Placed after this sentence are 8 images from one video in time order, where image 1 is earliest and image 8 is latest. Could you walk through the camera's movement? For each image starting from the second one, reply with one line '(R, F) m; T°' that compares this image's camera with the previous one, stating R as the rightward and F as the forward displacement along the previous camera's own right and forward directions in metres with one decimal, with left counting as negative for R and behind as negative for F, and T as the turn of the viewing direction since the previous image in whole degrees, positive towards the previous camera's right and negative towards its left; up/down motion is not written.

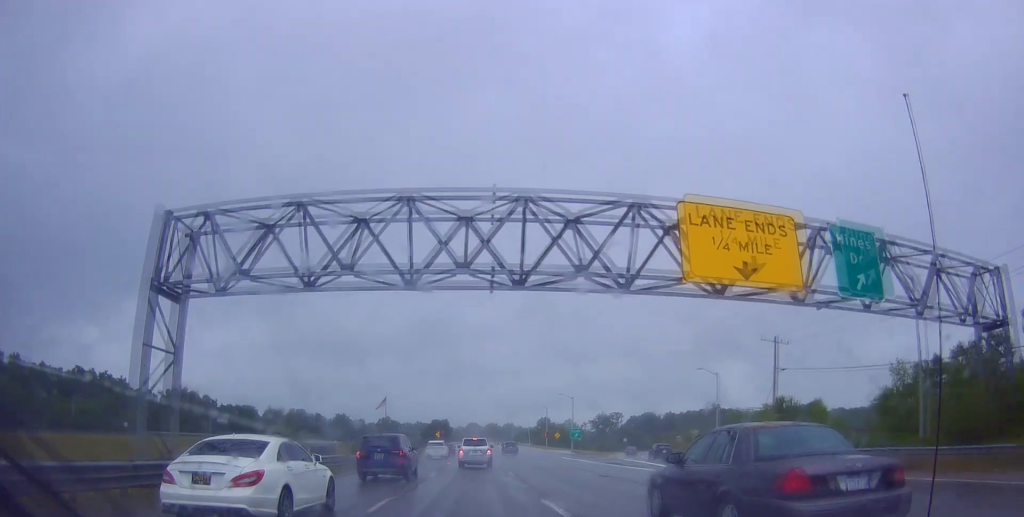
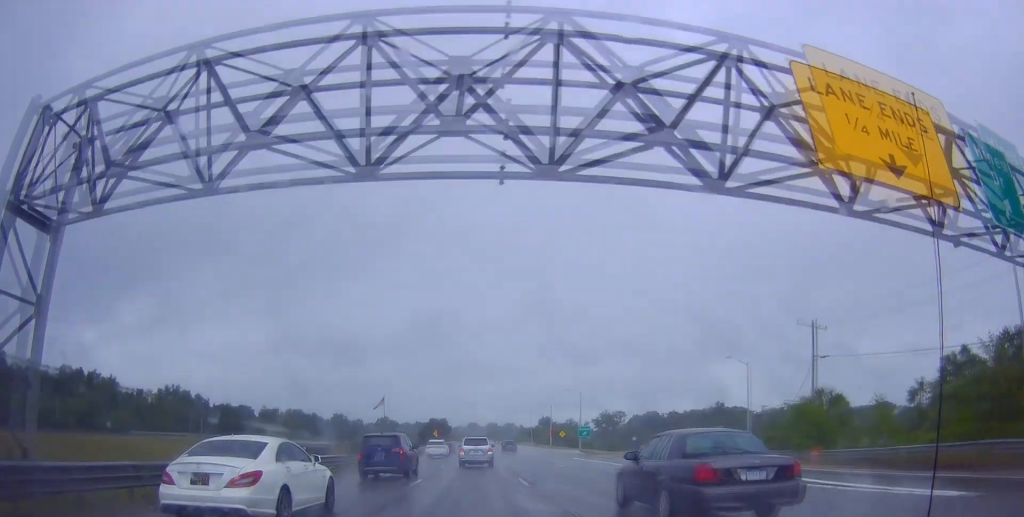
(-0.1, +7.5) m; 0°
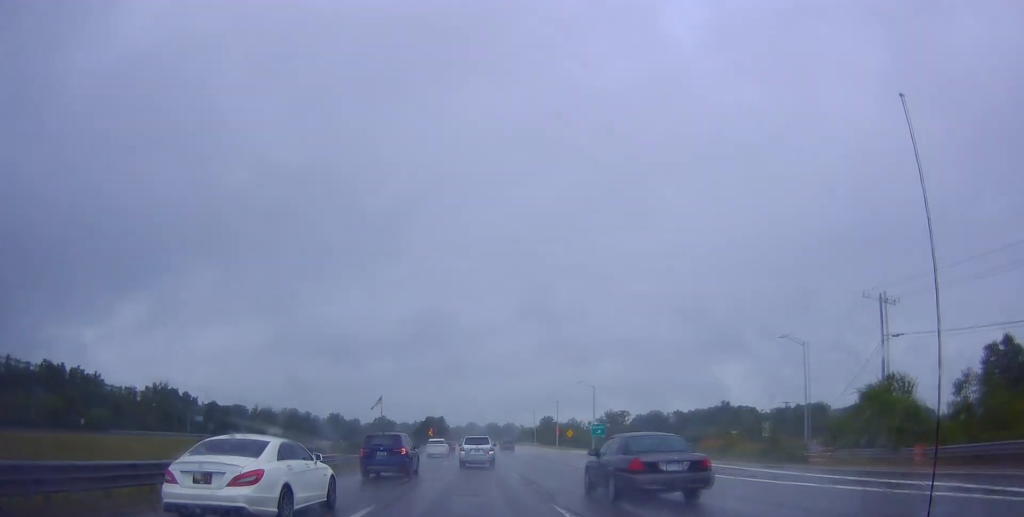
(-0.2, +10.6) m; 0°
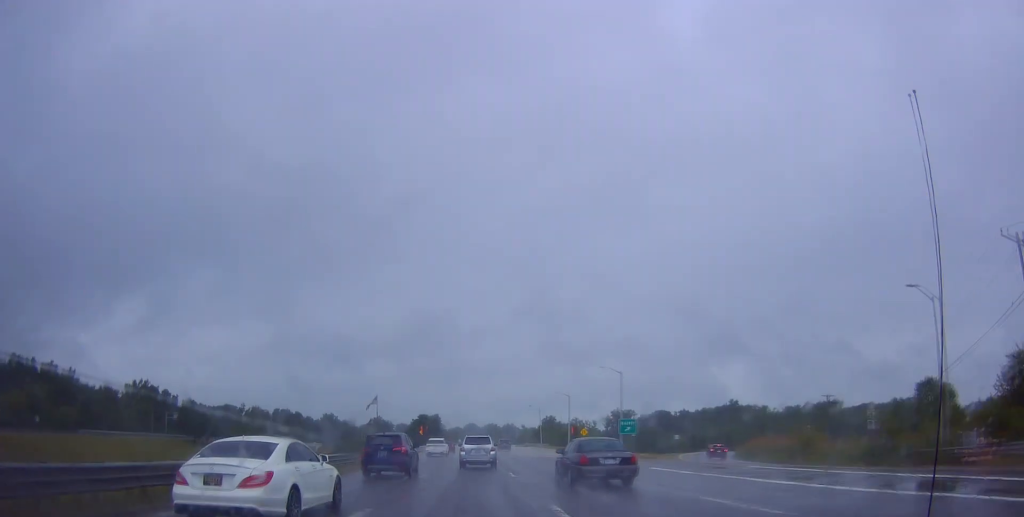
(+0.2, +15.9) m; -1°
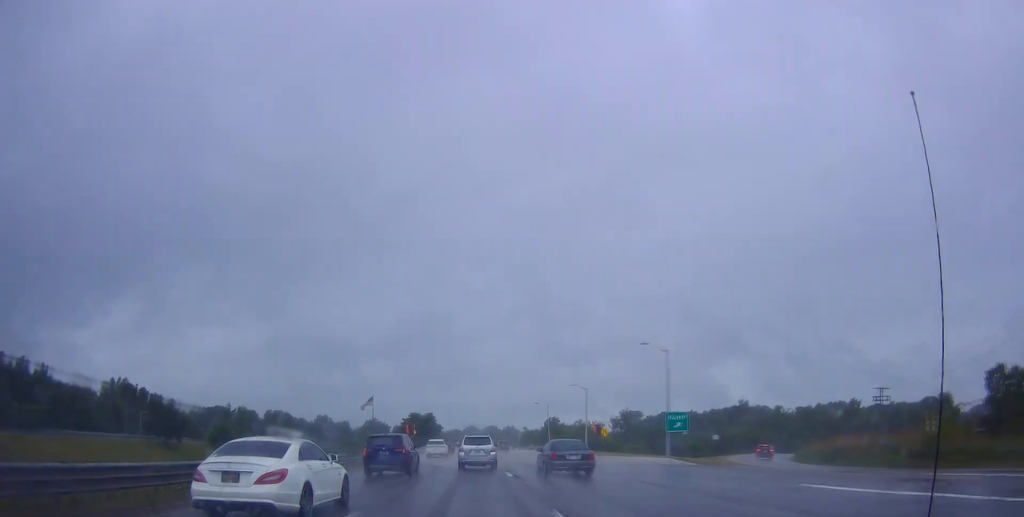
(-0.3, +16.3) m; 0°
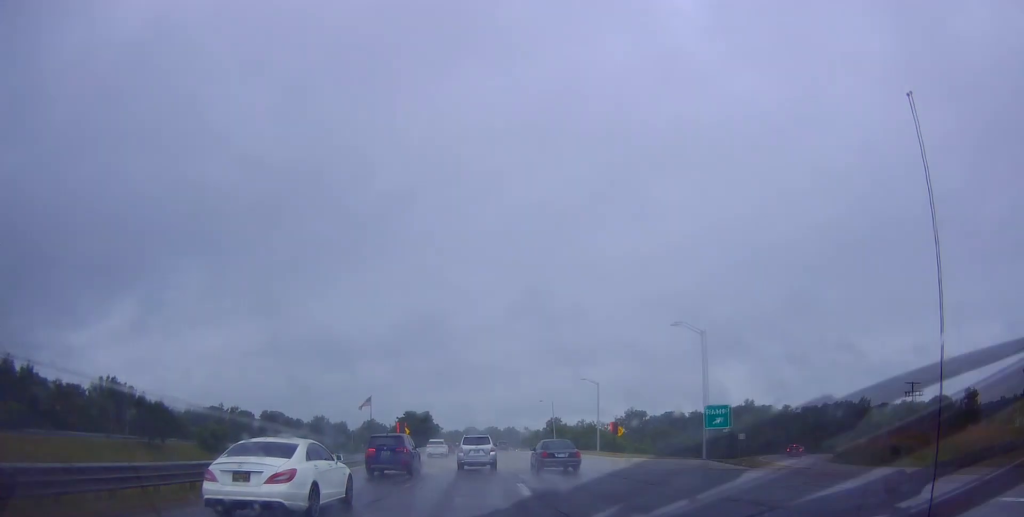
(-0.1, +8.4) m; 0°
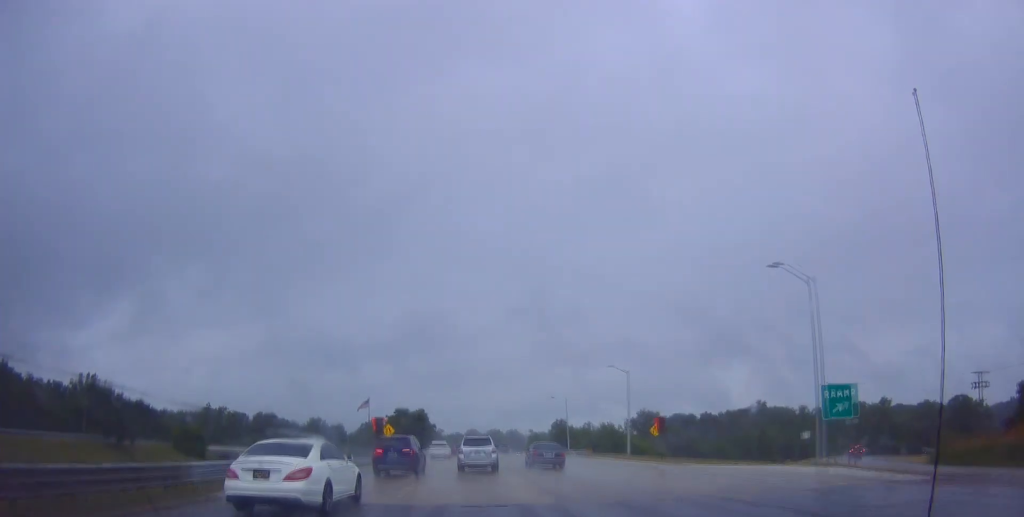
(+0.4, +14.9) m; +1°
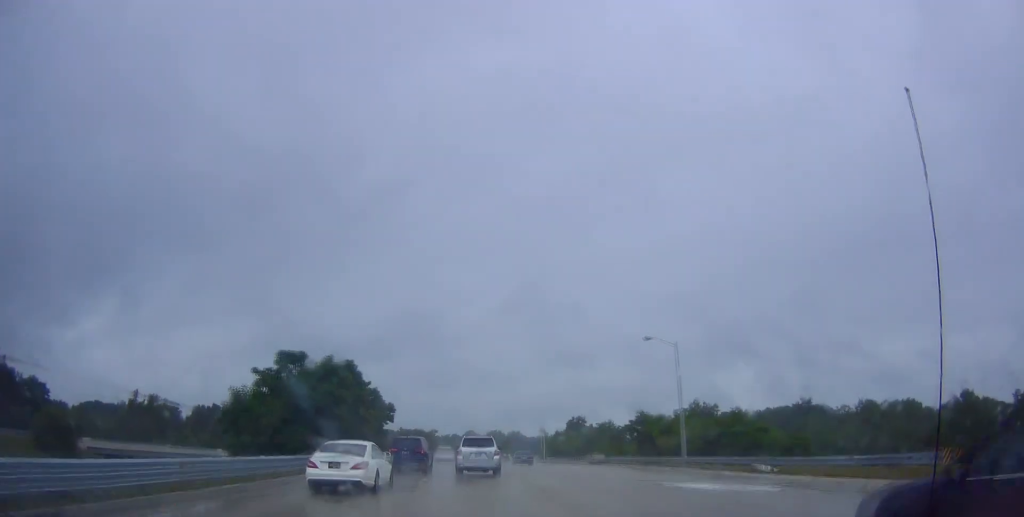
(-0.2, +56.5) m; 0°
